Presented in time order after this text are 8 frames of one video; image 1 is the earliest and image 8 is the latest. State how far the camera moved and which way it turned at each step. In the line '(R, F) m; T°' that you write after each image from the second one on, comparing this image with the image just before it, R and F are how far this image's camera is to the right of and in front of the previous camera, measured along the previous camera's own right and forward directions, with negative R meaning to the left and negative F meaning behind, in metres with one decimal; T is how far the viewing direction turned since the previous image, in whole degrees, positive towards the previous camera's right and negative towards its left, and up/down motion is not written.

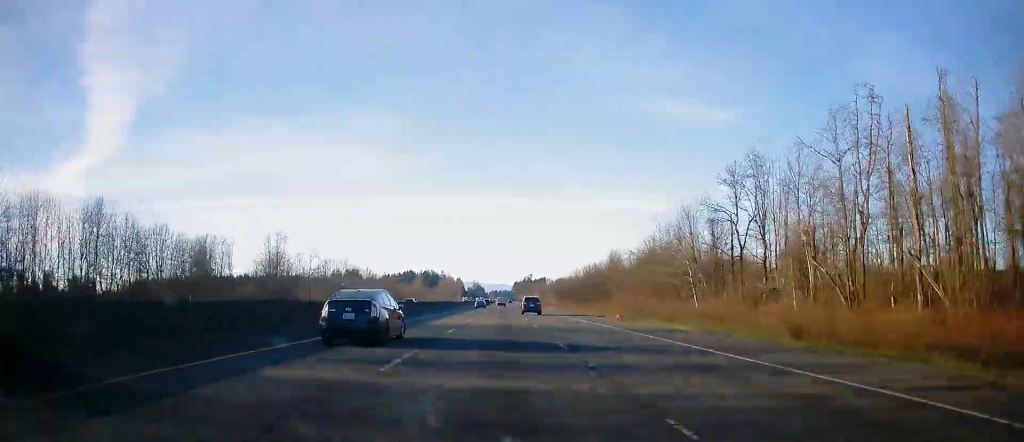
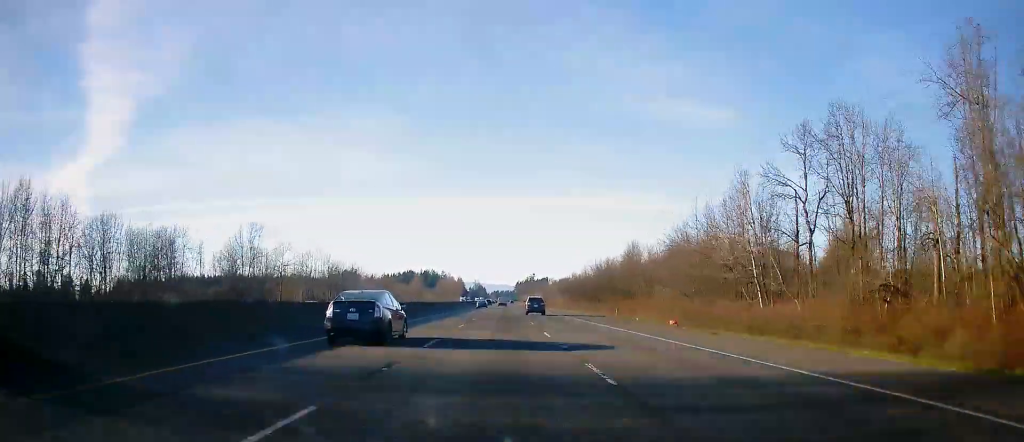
(-0.1, +18.5) m; 0°
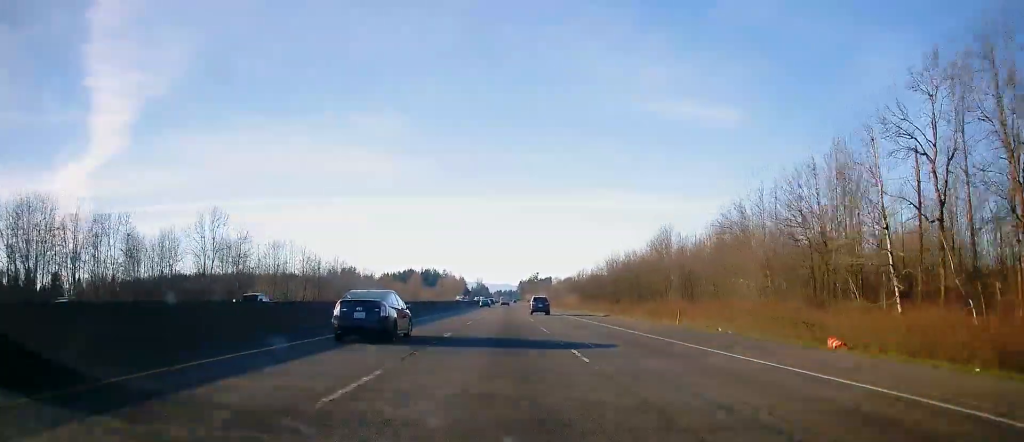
(0.0, +20.8) m; 0°
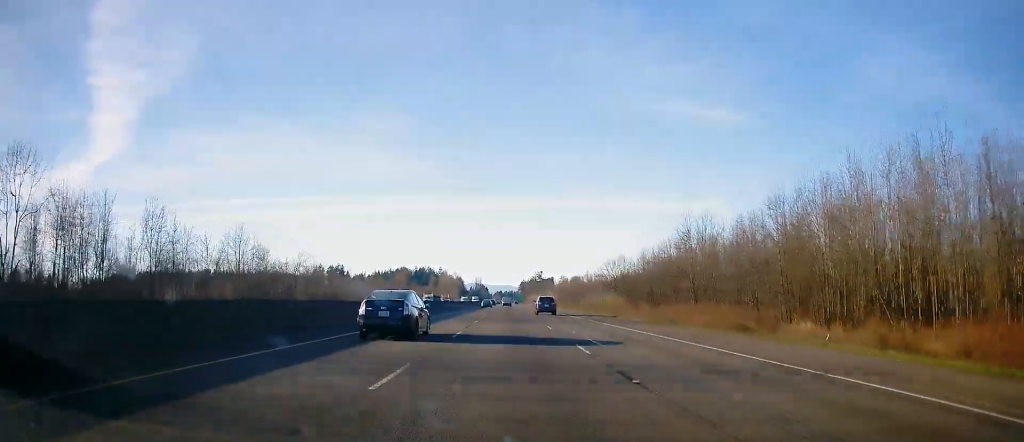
(+0.5, +59.2) m; +1°
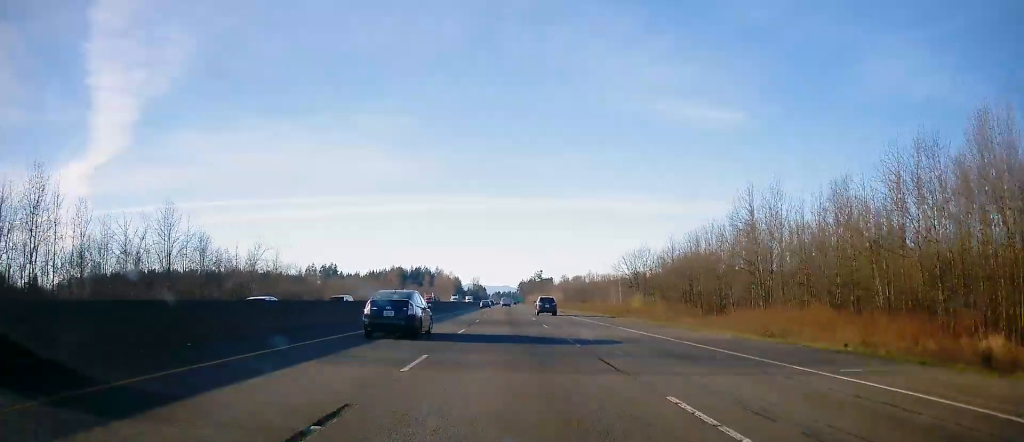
(+0.3, +22.1) m; 0°
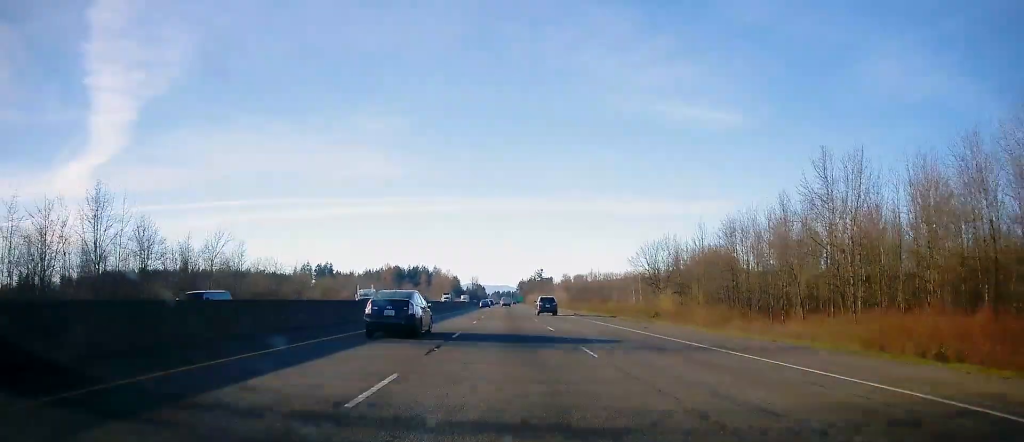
(-0.3, +15.5) m; 0°
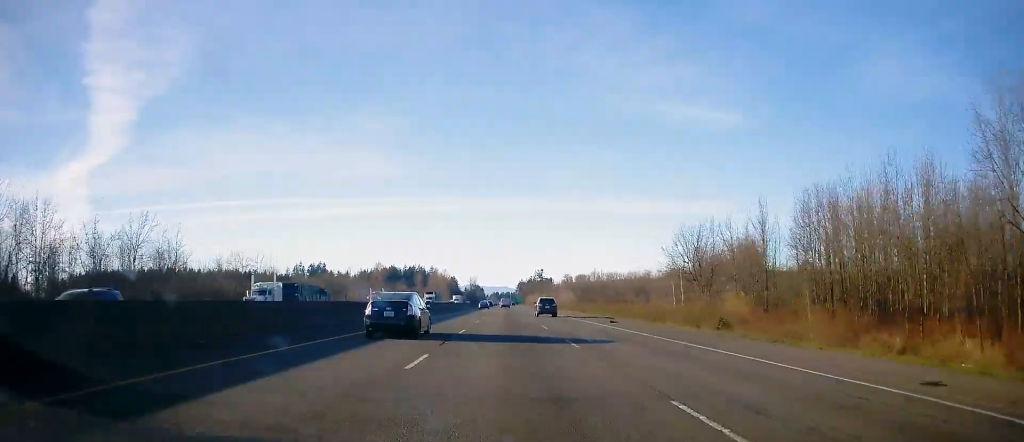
(-0.2, +21.1) m; 0°
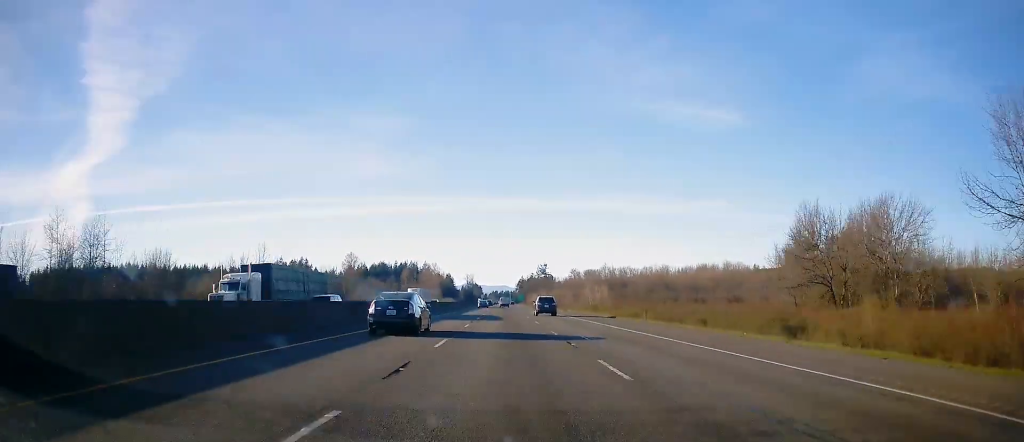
(+0.3, +56.7) m; +1°
